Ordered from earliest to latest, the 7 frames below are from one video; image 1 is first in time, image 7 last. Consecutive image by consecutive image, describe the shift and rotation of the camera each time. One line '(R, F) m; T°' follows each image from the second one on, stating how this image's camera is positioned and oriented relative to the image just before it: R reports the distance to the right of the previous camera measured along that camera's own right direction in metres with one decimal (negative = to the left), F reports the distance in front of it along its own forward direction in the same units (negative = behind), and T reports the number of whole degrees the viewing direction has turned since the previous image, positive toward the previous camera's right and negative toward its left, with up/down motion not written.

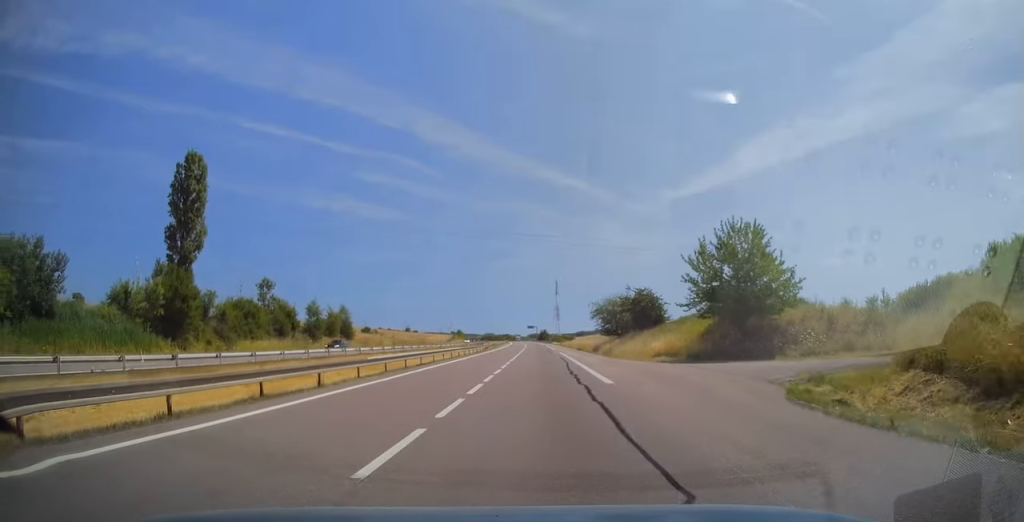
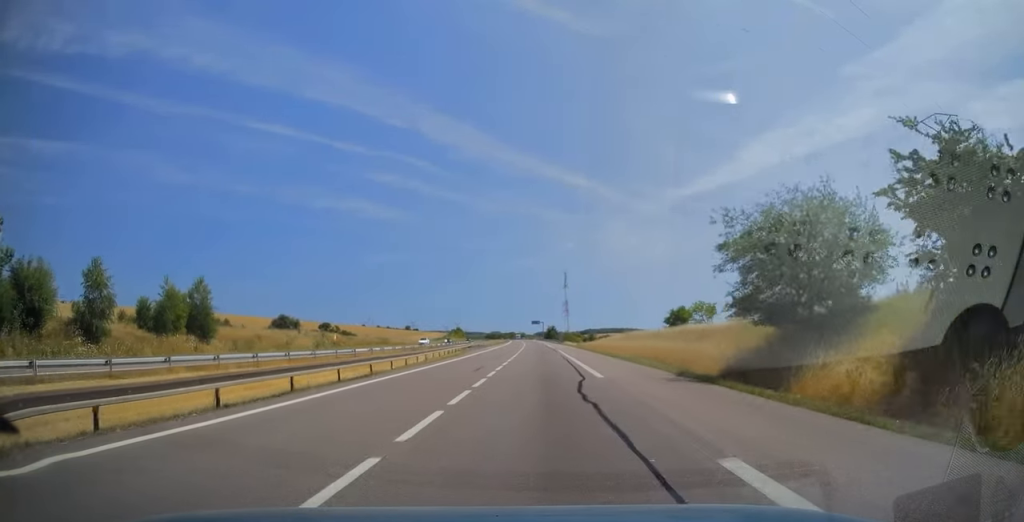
(+0.2, +50.0) m; 0°
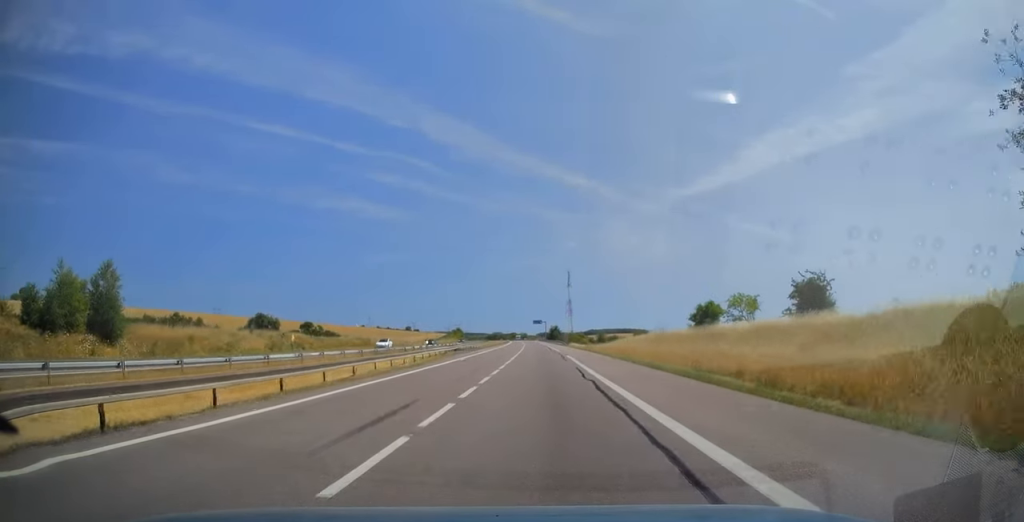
(-0.2, +15.8) m; 0°
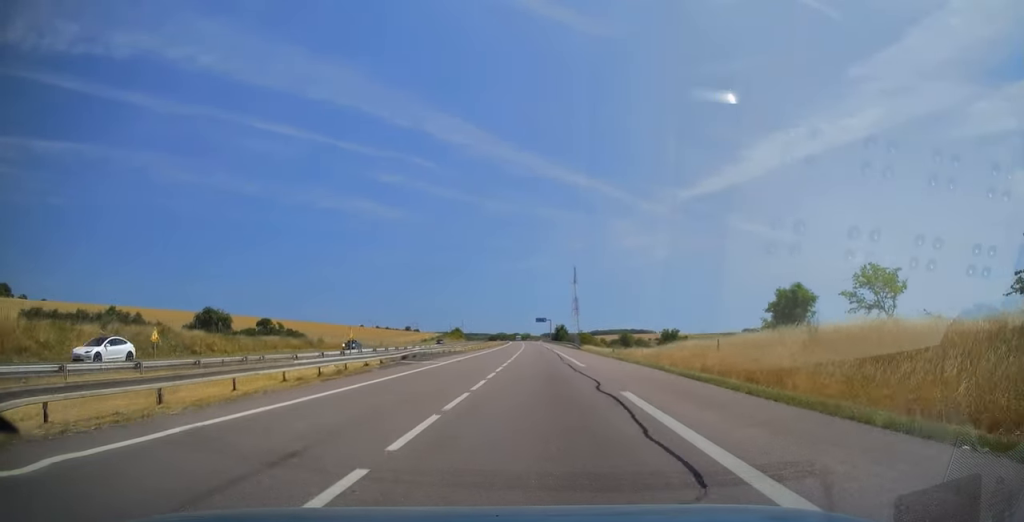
(-0.2, +28.0) m; -1°
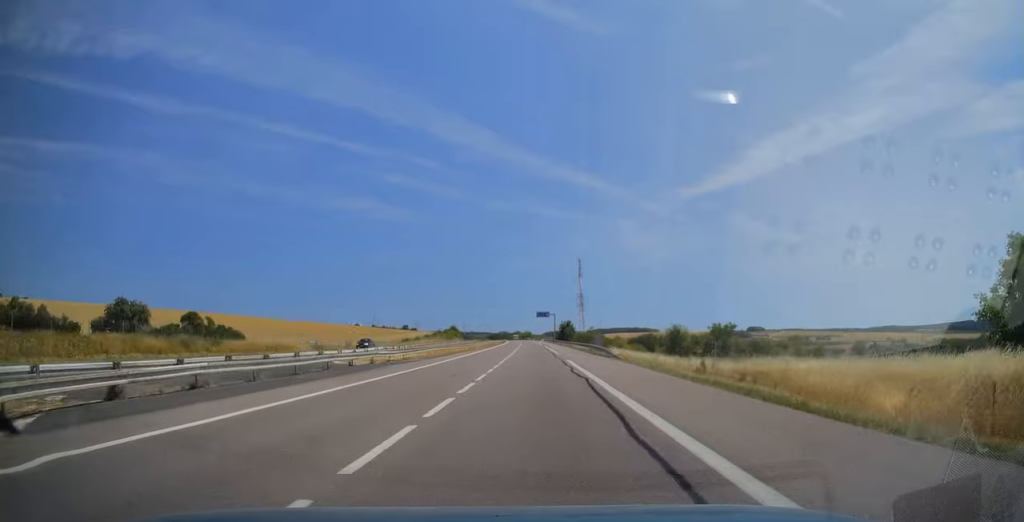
(-0.2, +31.6) m; 0°
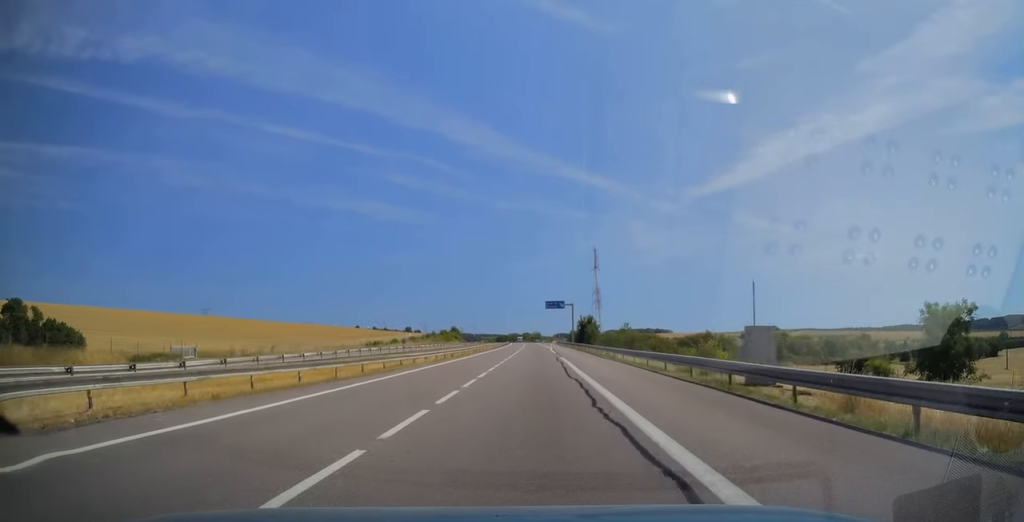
(+0.2, +45.3) m; 0°
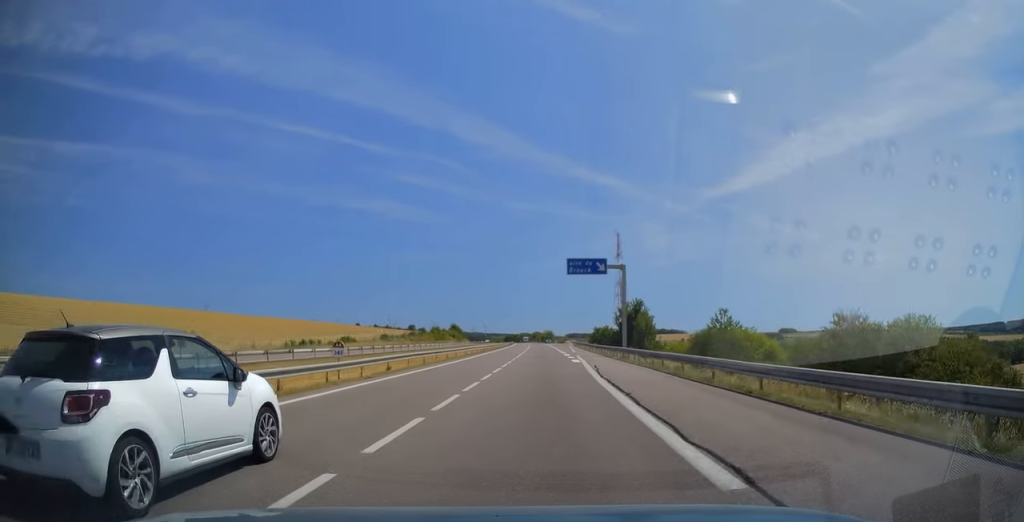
(-0.7, +48.9) m; -1°
